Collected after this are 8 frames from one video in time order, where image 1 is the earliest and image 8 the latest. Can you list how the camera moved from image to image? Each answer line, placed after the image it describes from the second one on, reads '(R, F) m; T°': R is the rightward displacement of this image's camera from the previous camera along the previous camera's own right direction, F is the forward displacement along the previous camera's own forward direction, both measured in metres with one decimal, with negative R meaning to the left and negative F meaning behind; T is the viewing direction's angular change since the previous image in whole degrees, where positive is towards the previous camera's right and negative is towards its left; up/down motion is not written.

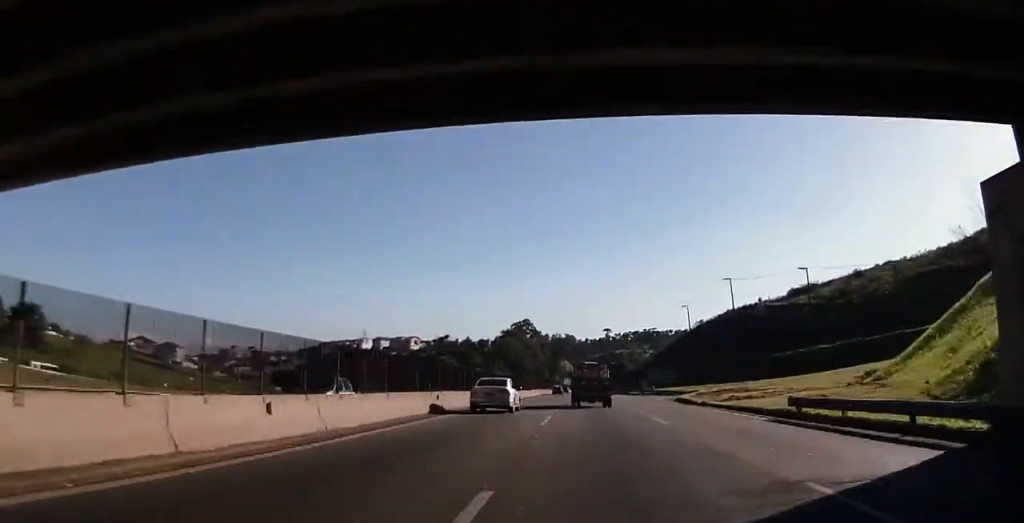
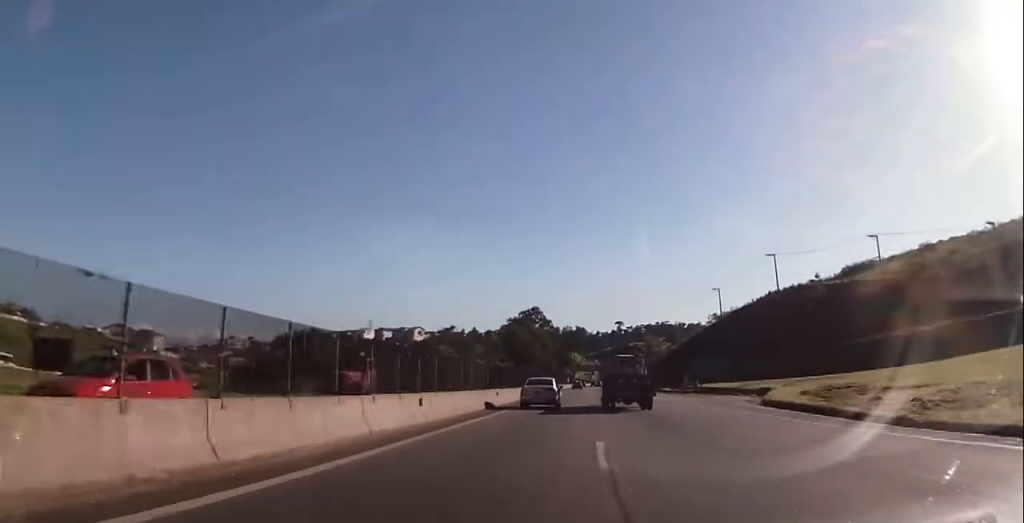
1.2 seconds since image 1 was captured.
(+0.5, +25.1) m; +1°
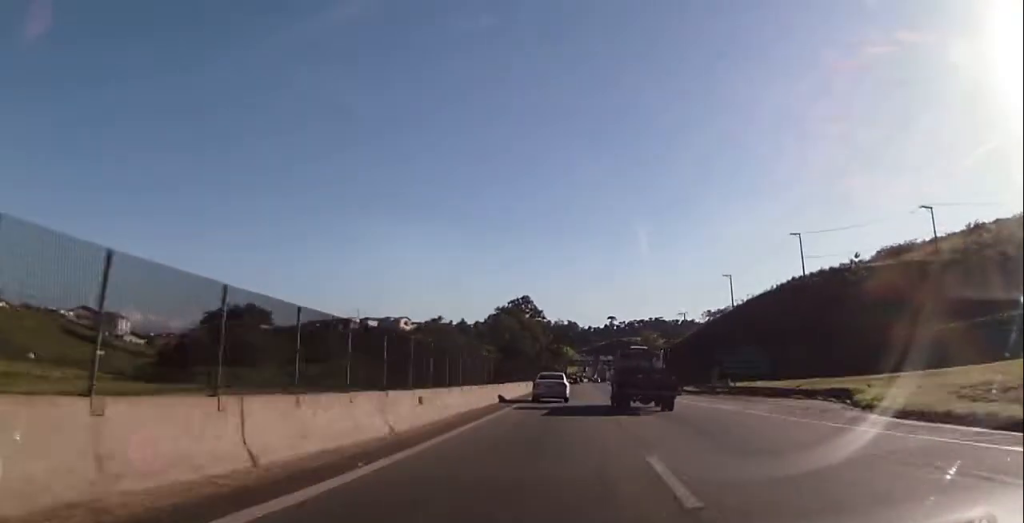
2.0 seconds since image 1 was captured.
(0.0, +18.2) m; 0°
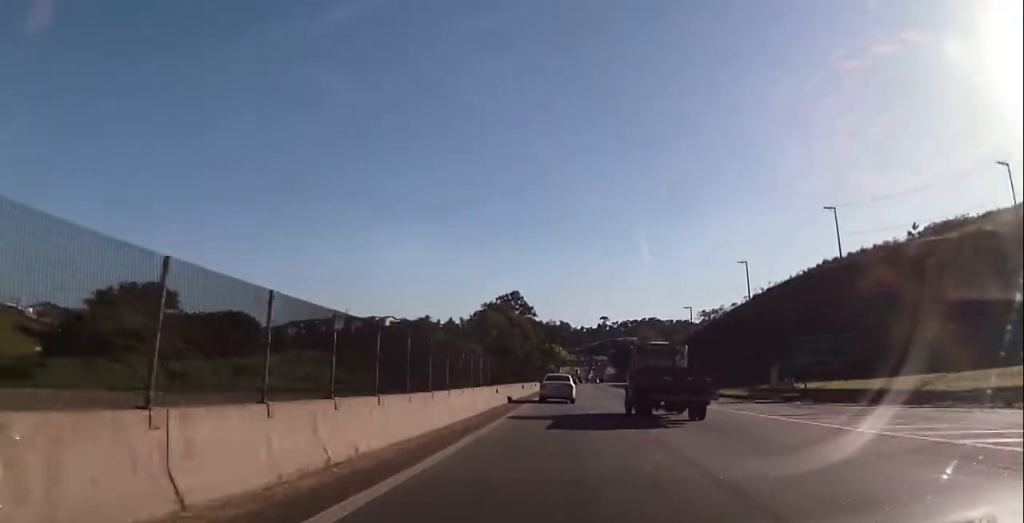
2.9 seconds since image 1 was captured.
(-0.1, +19.1) m; 0°
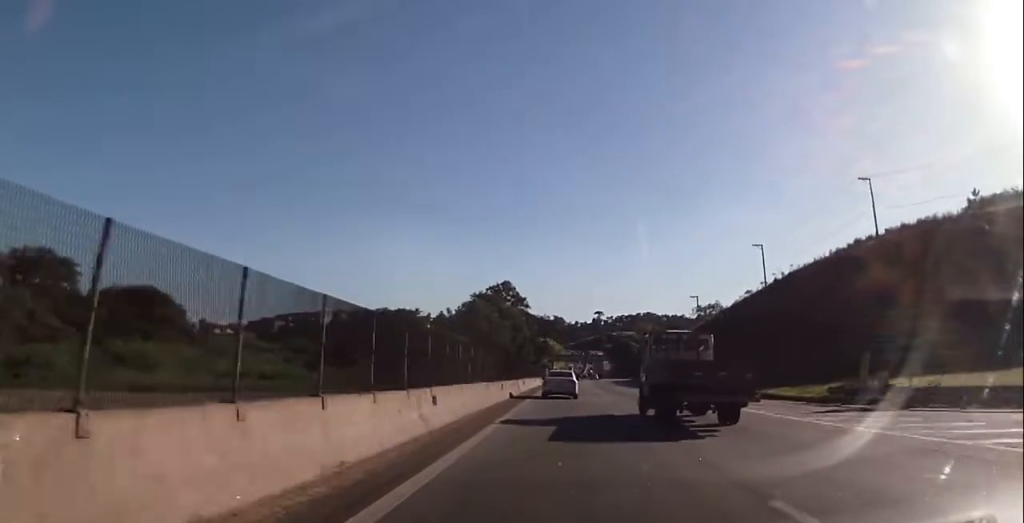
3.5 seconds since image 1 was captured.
(0.0, +14.0) m; 0°
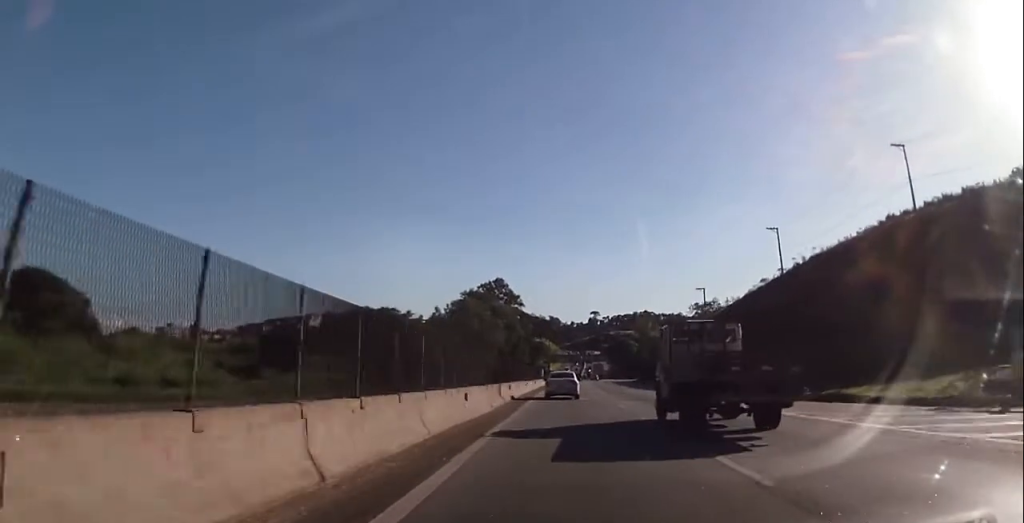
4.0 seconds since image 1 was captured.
(-0.1, +11.8) m; +1°
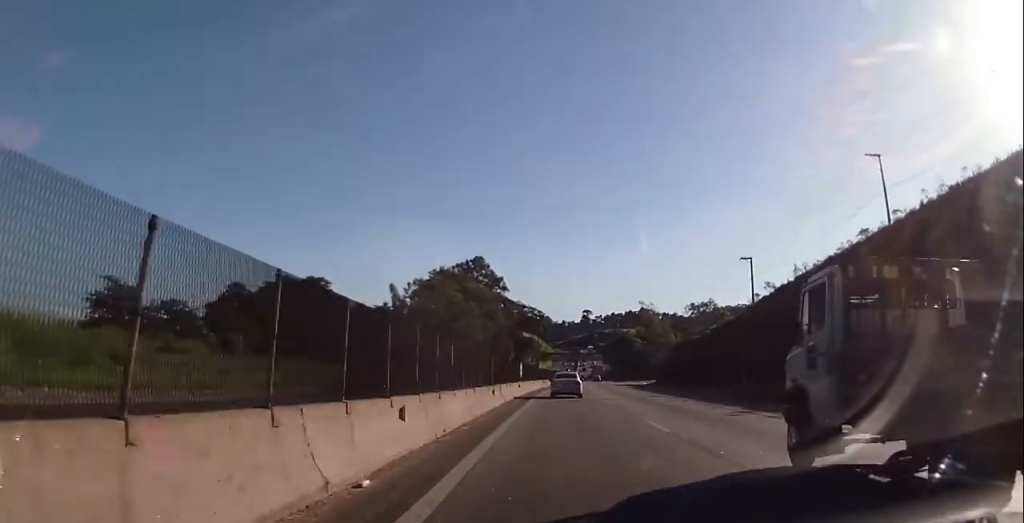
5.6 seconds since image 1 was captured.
(+0.3, +40.2) m; +1°
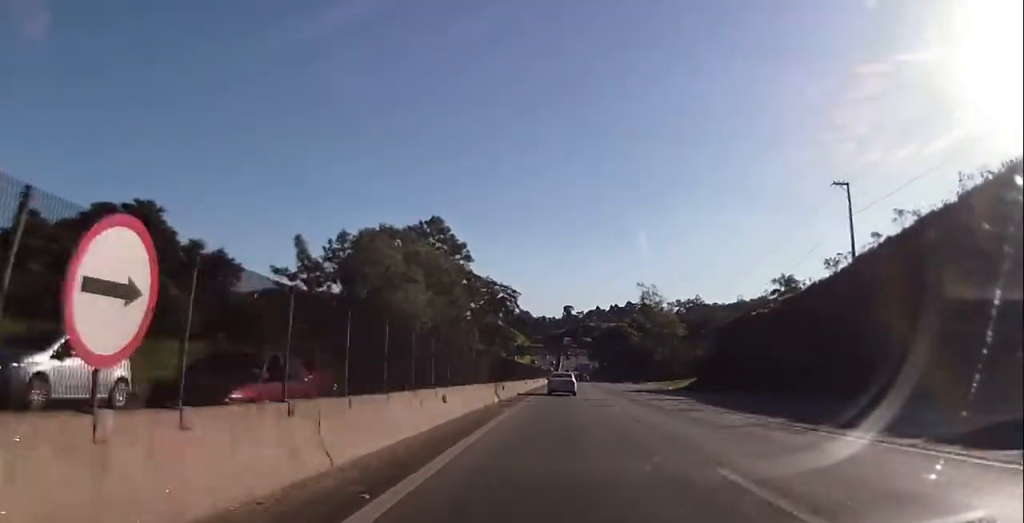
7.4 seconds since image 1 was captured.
(+0.7, +42.3) m; +2°
